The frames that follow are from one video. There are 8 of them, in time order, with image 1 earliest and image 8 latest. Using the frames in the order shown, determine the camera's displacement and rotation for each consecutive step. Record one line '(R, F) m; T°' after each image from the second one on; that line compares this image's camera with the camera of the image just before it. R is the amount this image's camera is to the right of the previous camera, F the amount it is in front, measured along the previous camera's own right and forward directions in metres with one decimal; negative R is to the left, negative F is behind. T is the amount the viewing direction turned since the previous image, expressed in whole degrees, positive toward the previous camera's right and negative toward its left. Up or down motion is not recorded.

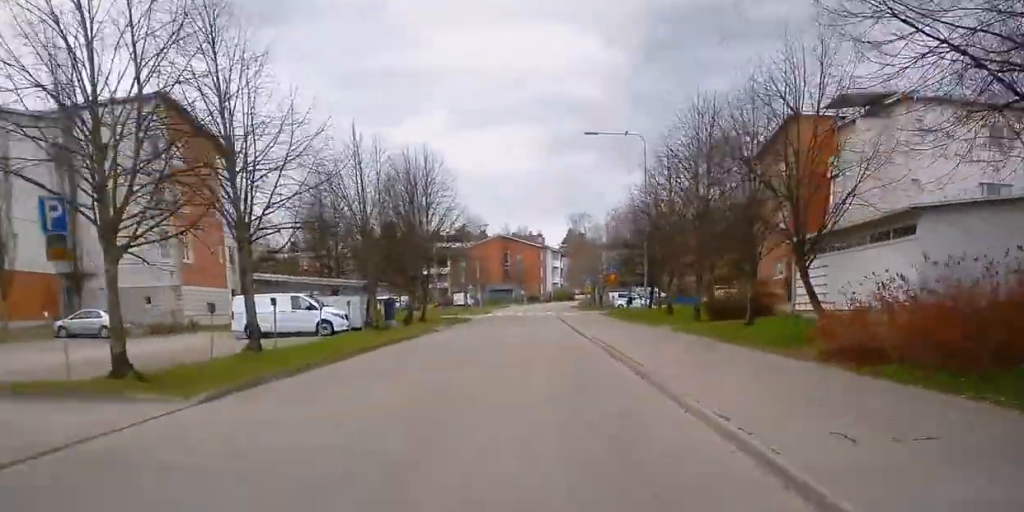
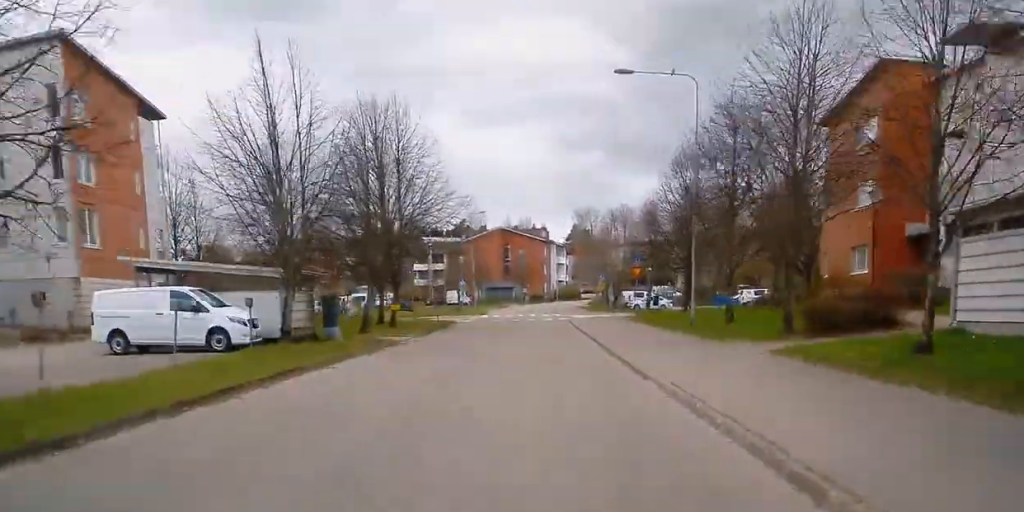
(+0.7, +10.8) m; +3°
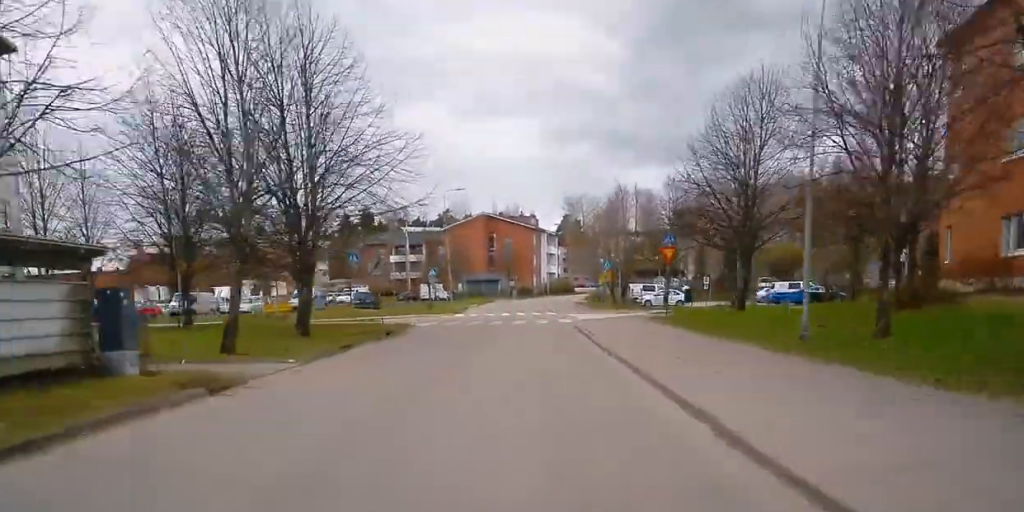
(+0.2, +13.8) m; -2°
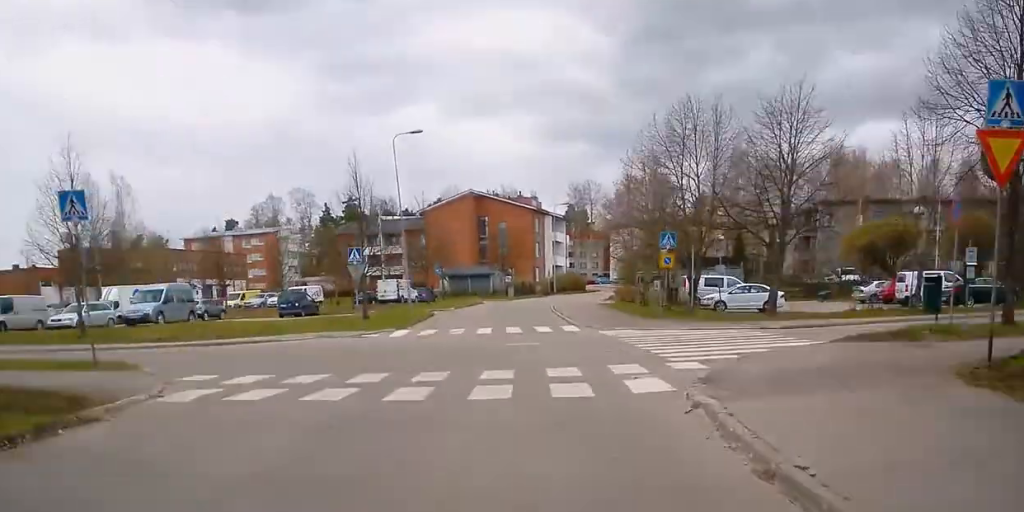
(-1.7, +20.9) m; -10°
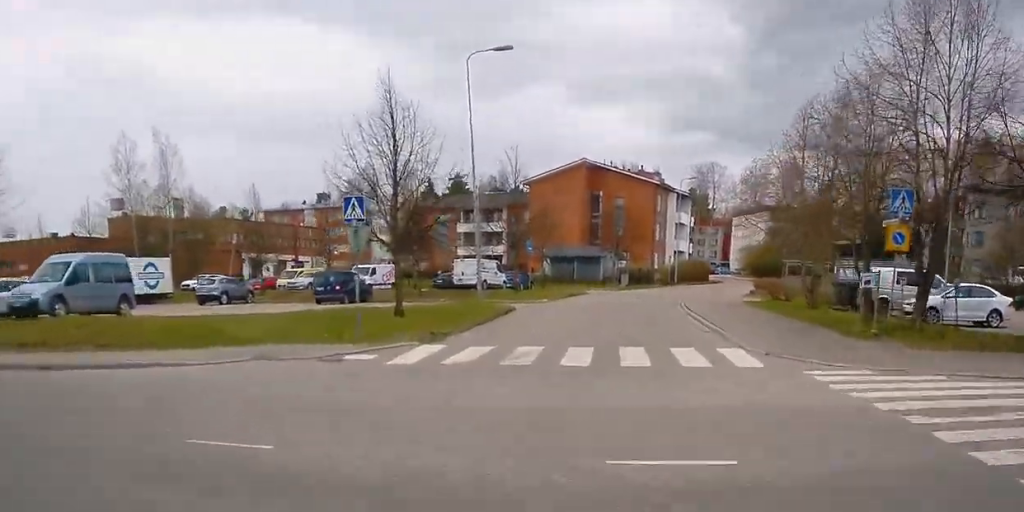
(-3.4, +17.1) m; -41°
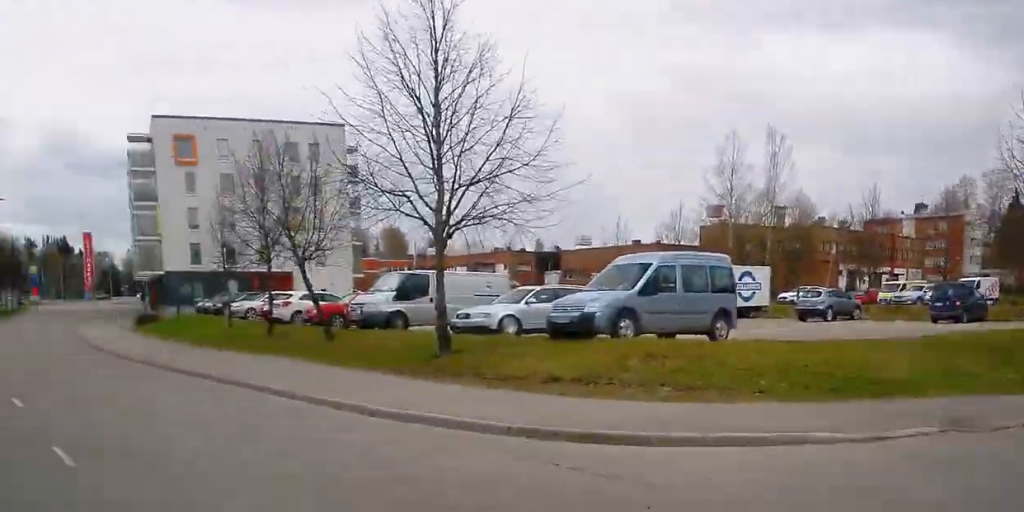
(-3.2, +9.2) m; -25°
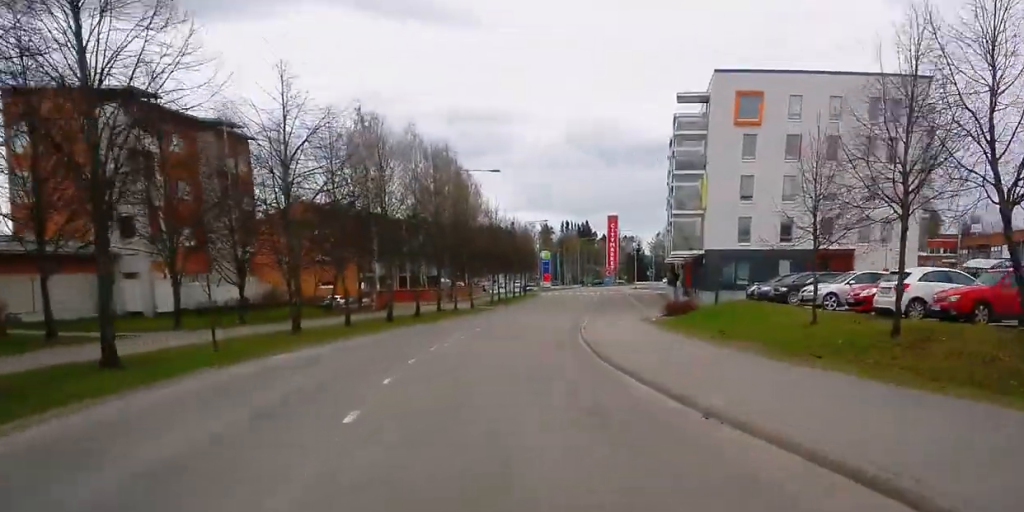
(-2.5, +13.1) m; -11°
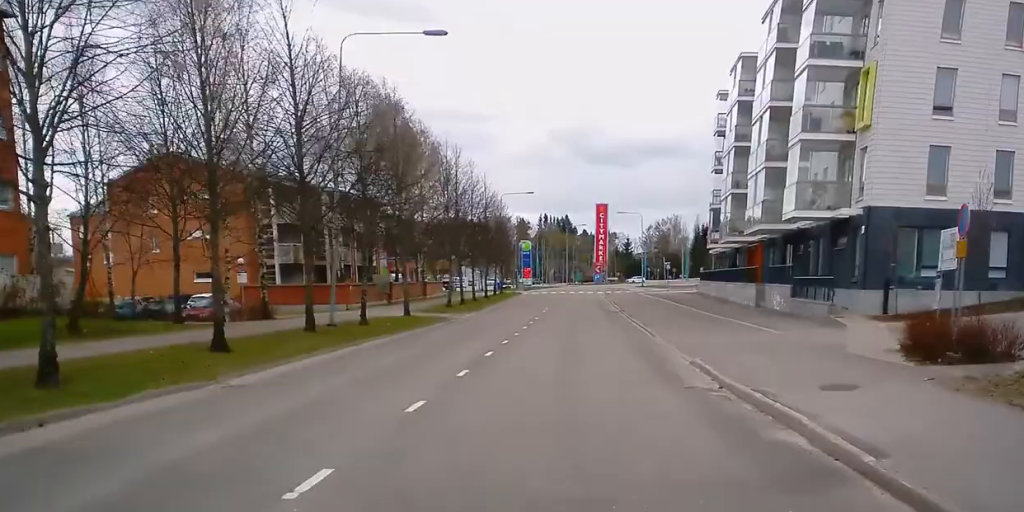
(-0.1, +28.3) m; +2°
